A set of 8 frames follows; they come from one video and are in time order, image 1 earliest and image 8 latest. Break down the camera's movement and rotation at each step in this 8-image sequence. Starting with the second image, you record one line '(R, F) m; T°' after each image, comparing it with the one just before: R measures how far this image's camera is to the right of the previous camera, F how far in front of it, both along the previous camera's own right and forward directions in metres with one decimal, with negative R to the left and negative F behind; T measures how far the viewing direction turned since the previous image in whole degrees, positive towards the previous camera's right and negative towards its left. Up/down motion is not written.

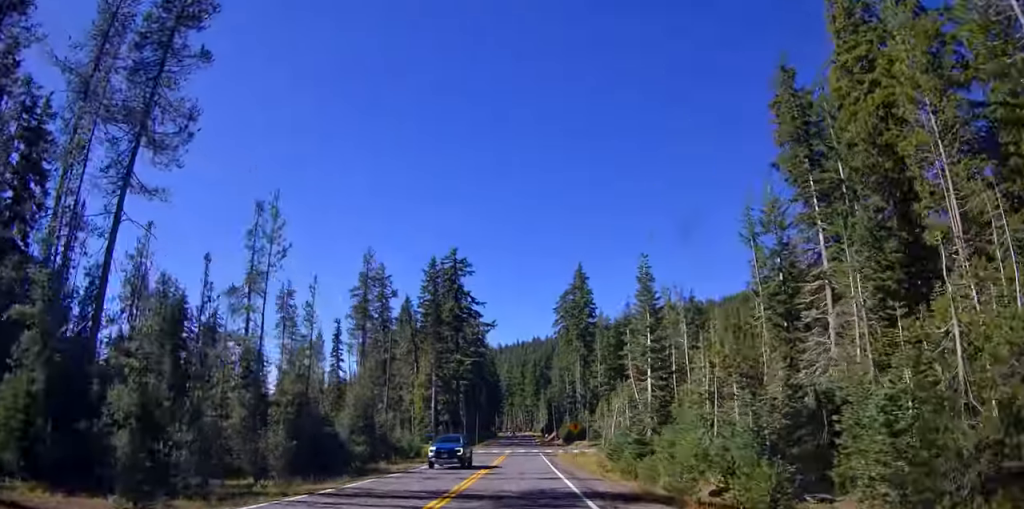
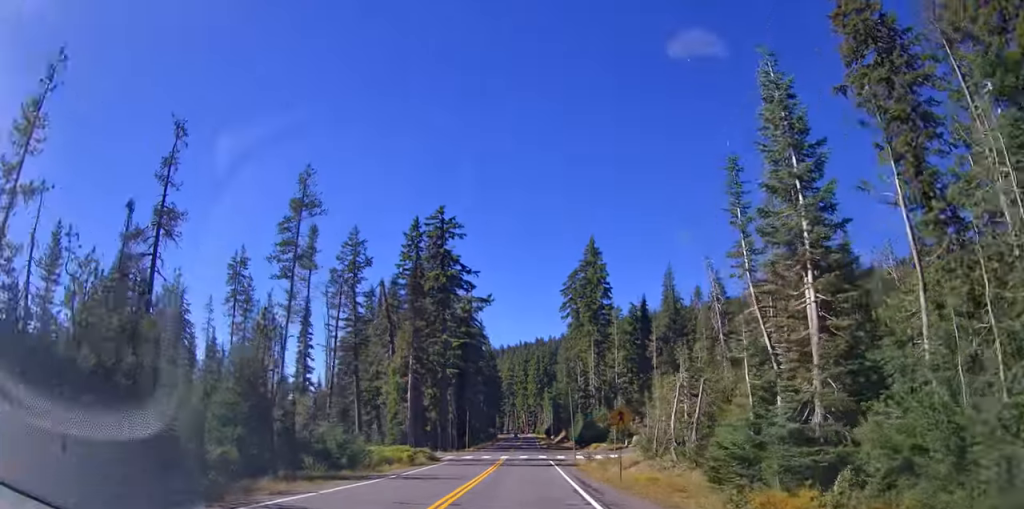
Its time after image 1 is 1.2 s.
(0.0, +18.8) m; 0°
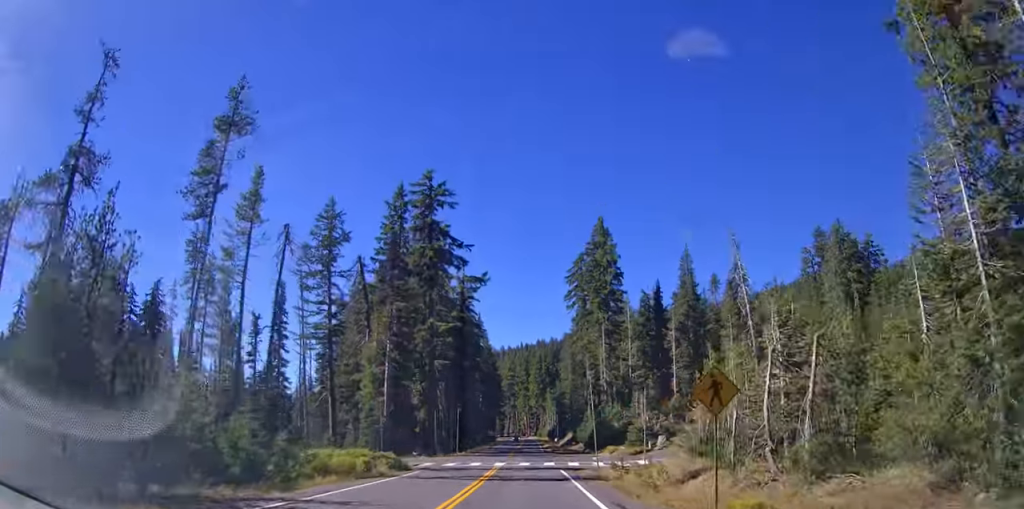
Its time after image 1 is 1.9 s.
(0.0, +11.6) m; 0°
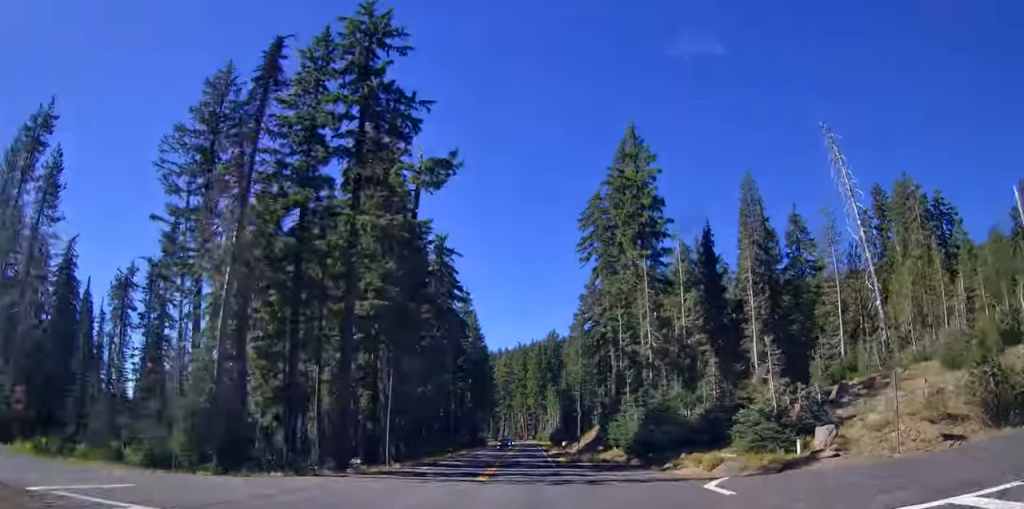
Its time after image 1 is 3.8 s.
(+0.8, +30.2) m; +3°
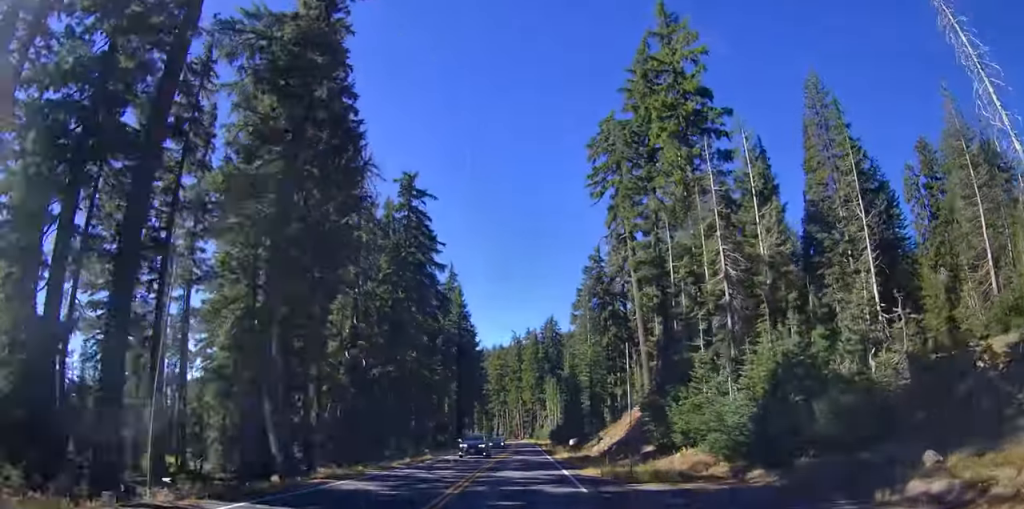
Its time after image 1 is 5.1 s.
(0.0, +20.1) m; 0°
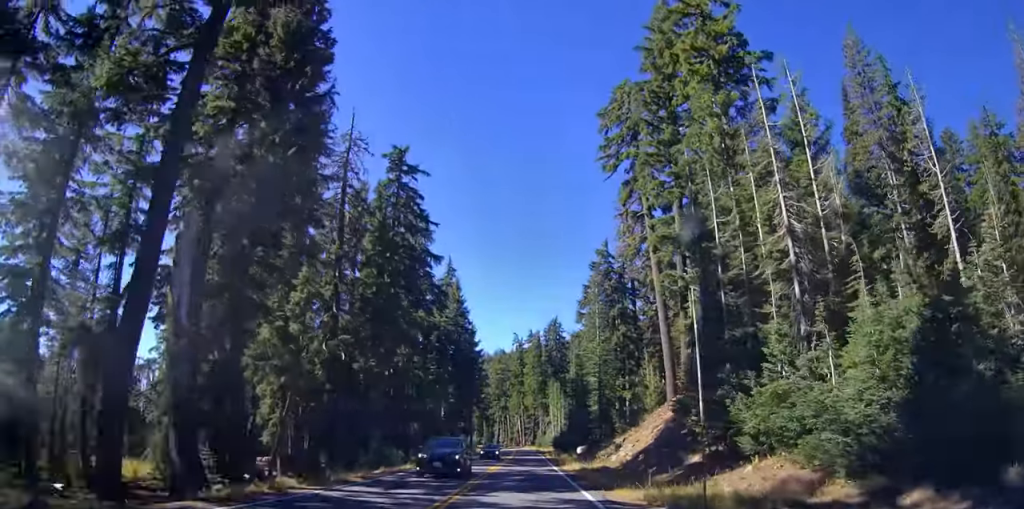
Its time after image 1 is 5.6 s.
(0.0, +7.4) m; 0°
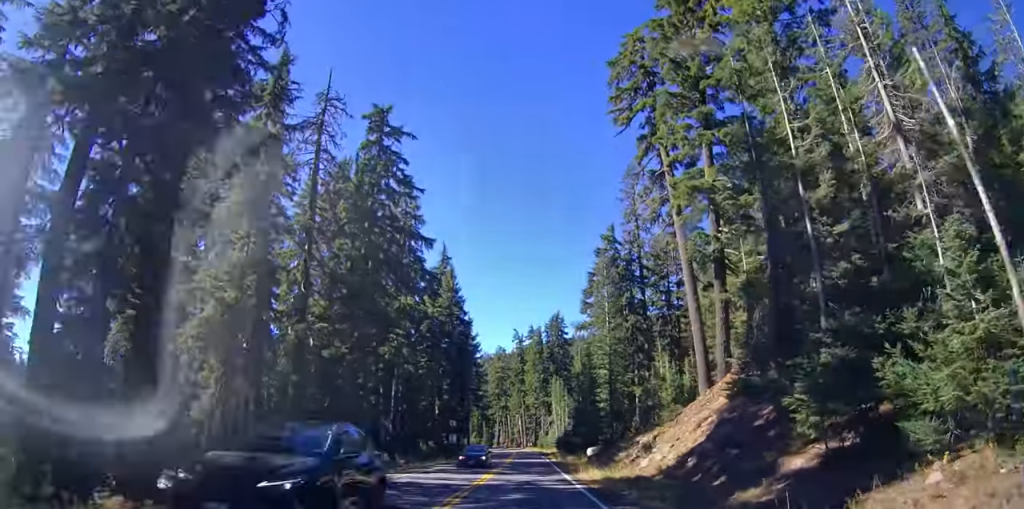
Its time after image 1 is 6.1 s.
(0.0, +8.0) m; 0°
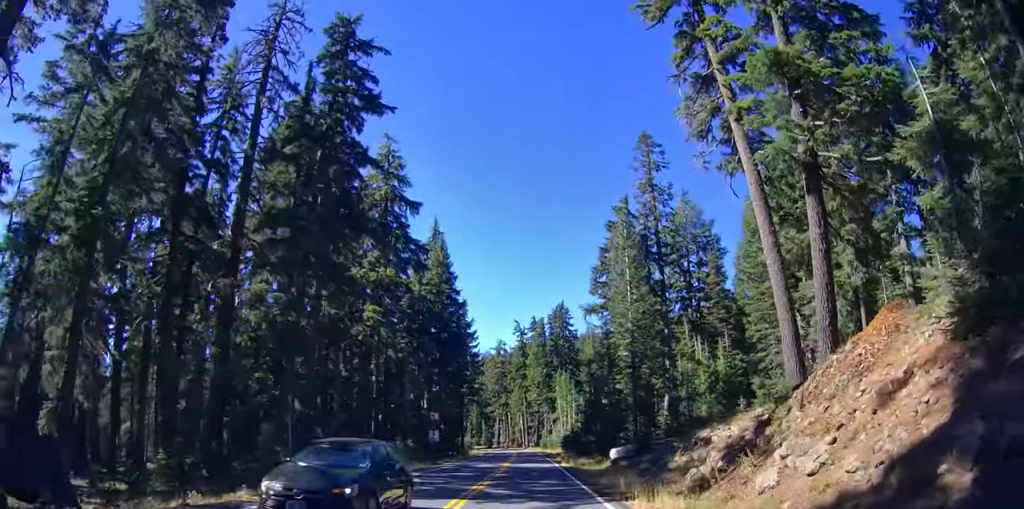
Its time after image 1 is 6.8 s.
(0.0, +12.2) m; 0°
